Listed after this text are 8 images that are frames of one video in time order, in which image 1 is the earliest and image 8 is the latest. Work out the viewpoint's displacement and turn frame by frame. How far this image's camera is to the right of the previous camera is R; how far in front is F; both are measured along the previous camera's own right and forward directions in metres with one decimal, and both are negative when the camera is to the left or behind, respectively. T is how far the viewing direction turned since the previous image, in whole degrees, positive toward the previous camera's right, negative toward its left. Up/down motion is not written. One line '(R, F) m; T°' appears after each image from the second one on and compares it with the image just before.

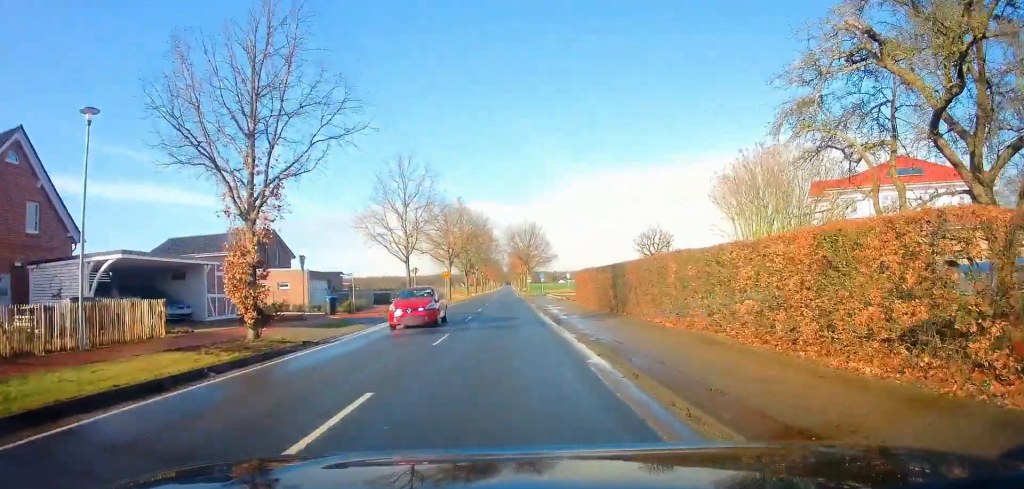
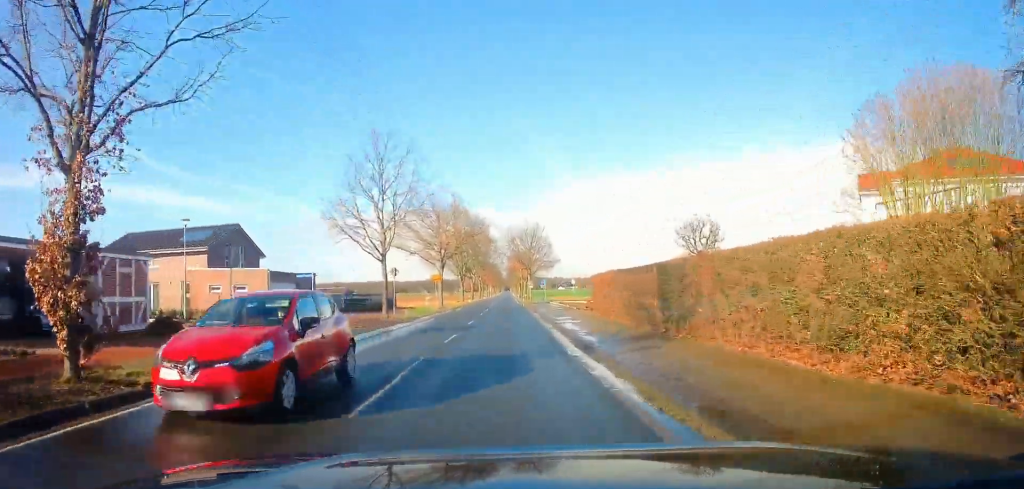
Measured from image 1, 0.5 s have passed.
(0.0, +7.2) m; +1°
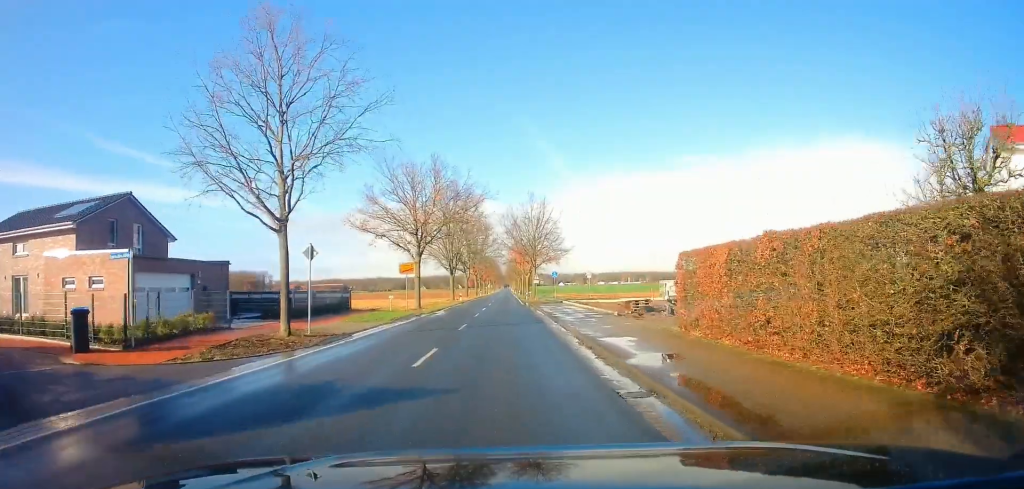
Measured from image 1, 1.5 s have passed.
(+0.3, +14.4) m; 0°
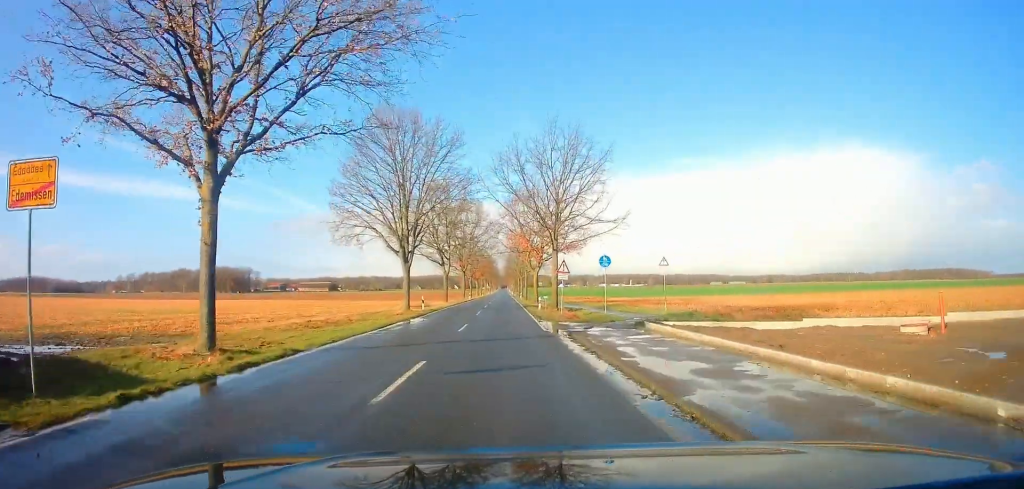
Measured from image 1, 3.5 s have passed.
(-0.5, +29.2) m; -1°
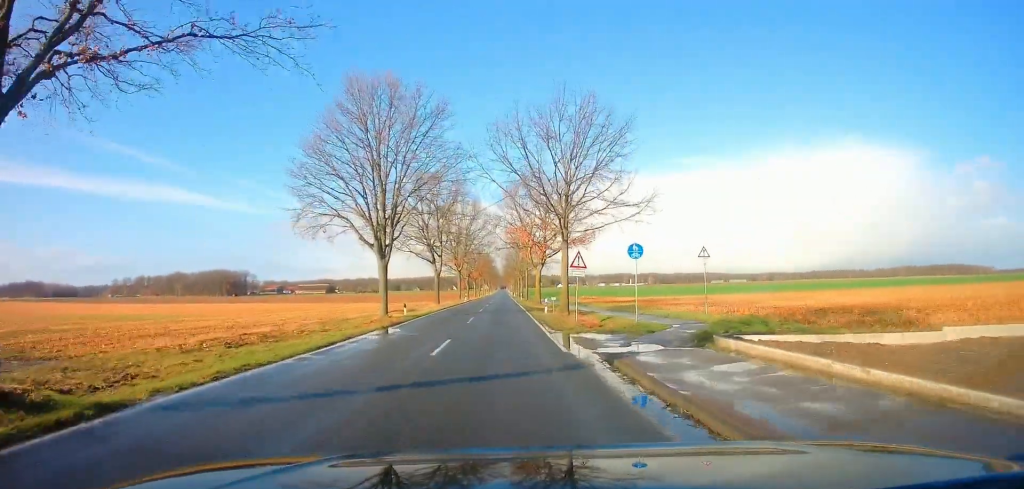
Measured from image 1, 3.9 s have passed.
(0.0, +6.7) m; 0°
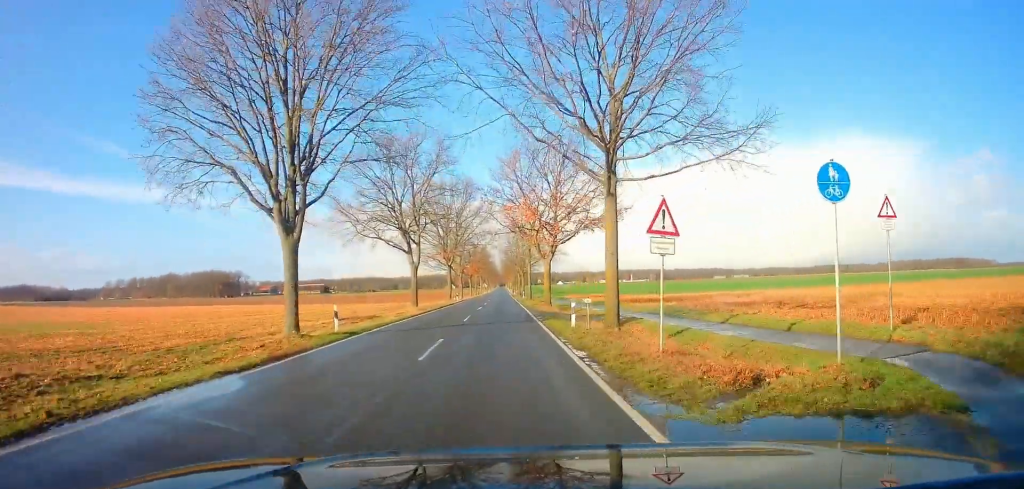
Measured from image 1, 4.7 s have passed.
(+0.1, +13.1) m; 0°
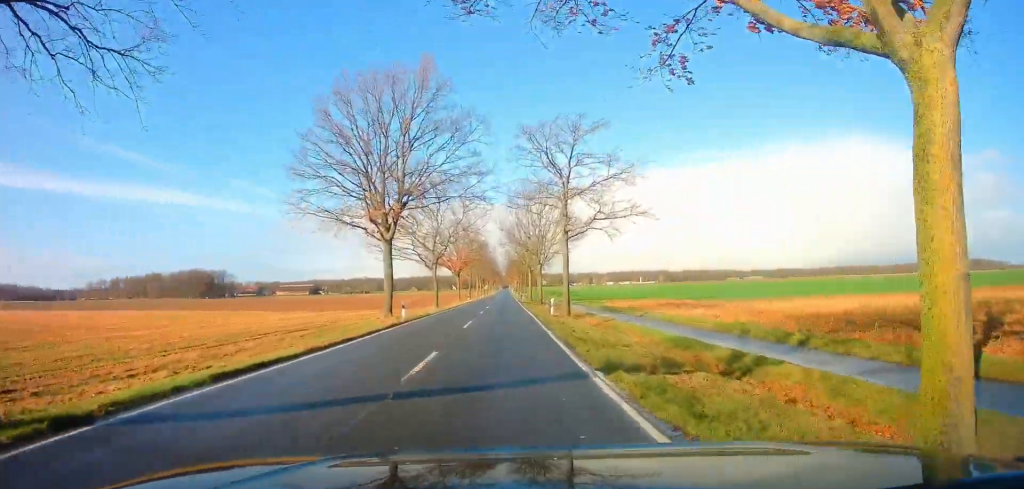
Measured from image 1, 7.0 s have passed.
(-0.1, +37.4) m; 0°
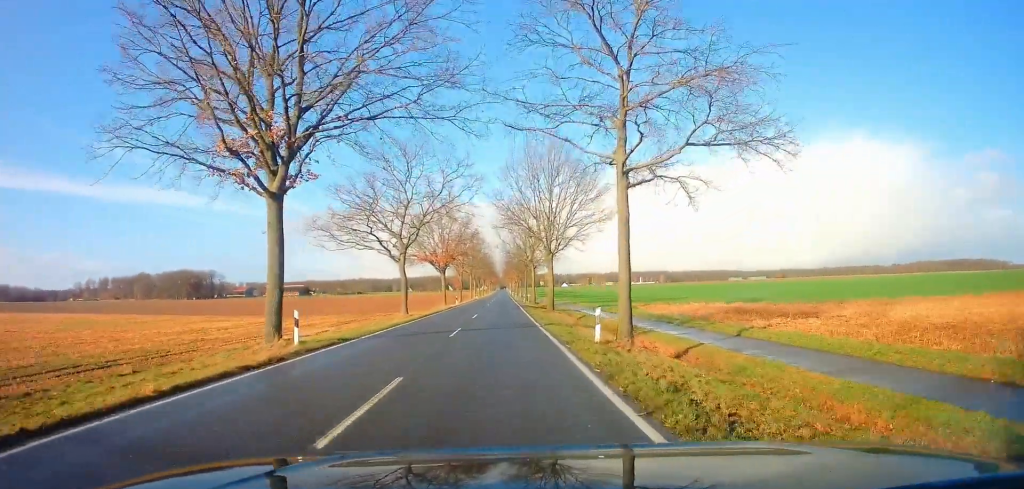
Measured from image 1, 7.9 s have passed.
(-0.1, +15.5) m; 0°
